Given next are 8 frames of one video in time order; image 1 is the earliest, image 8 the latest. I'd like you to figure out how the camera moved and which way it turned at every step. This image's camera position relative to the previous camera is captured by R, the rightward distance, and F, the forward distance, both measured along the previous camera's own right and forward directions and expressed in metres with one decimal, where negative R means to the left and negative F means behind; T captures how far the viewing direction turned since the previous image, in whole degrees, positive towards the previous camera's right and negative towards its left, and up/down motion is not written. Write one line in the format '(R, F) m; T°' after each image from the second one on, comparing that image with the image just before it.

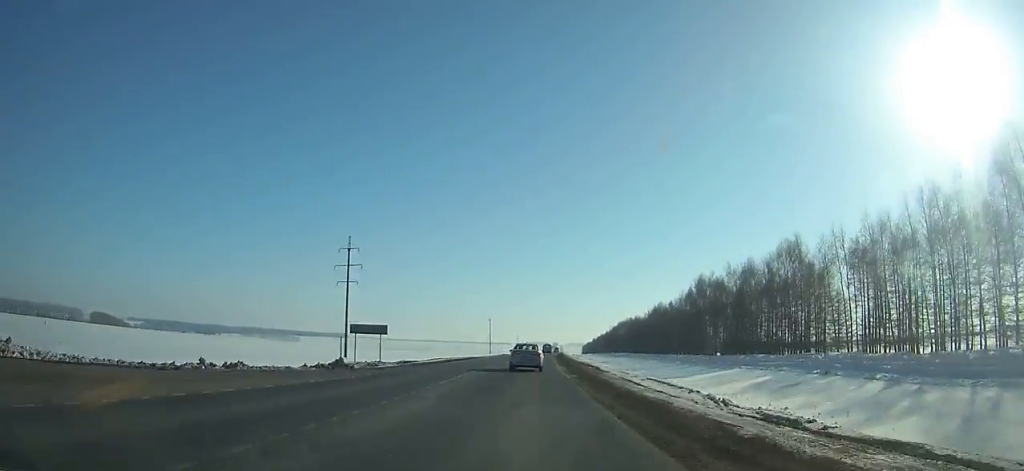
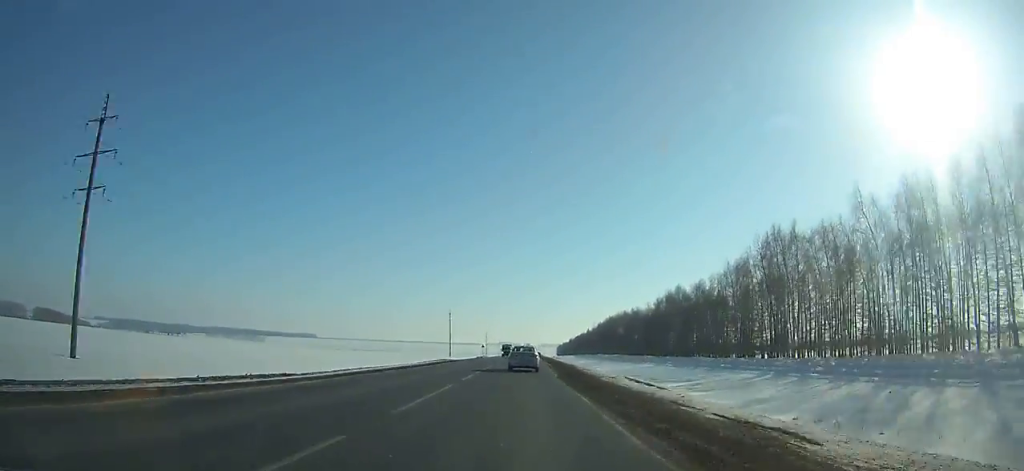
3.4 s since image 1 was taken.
(+1.4, +63.5) m; +2°
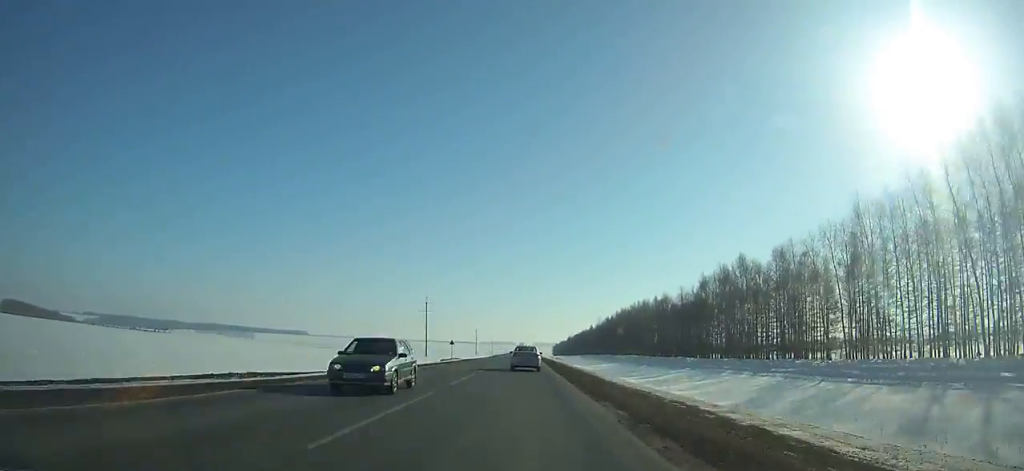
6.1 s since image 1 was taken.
(+0.1, +51.5) m; 0°
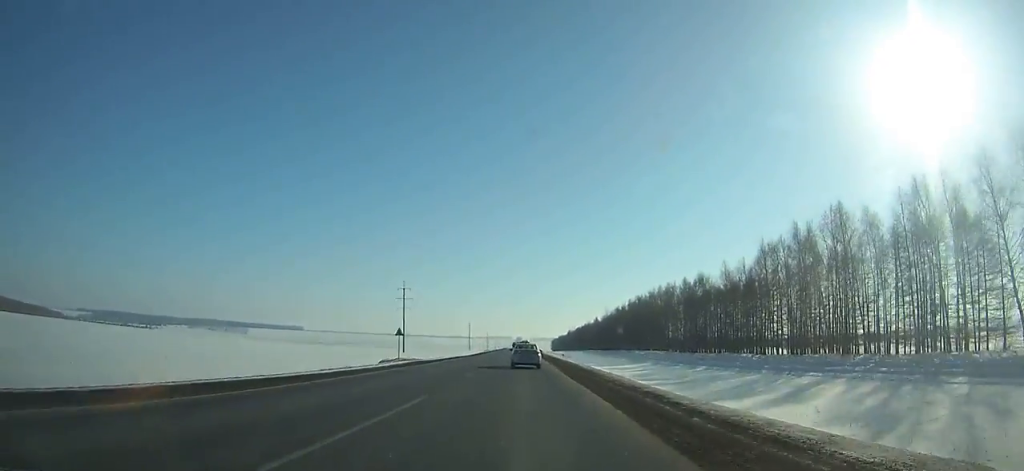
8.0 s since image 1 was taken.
(+0.1, +36.8) m; 0°
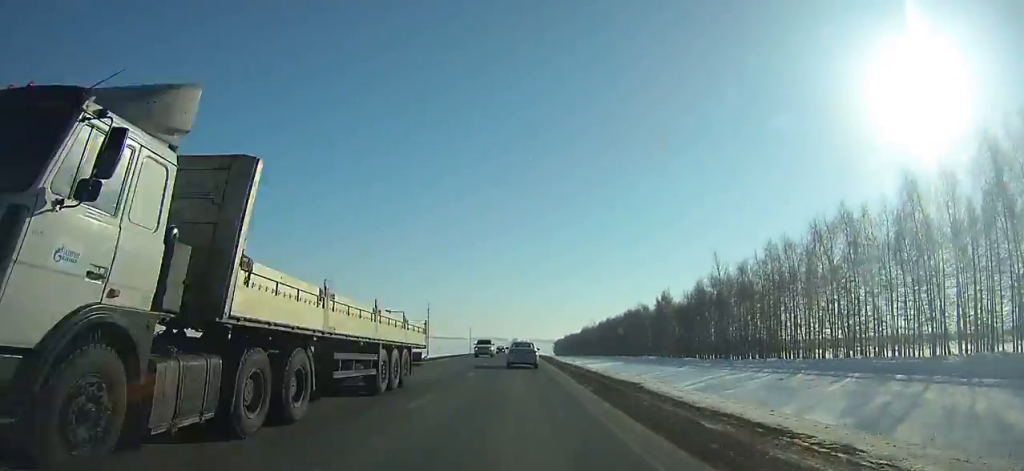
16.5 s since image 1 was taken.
(+0.1, +167.1) m; 0°
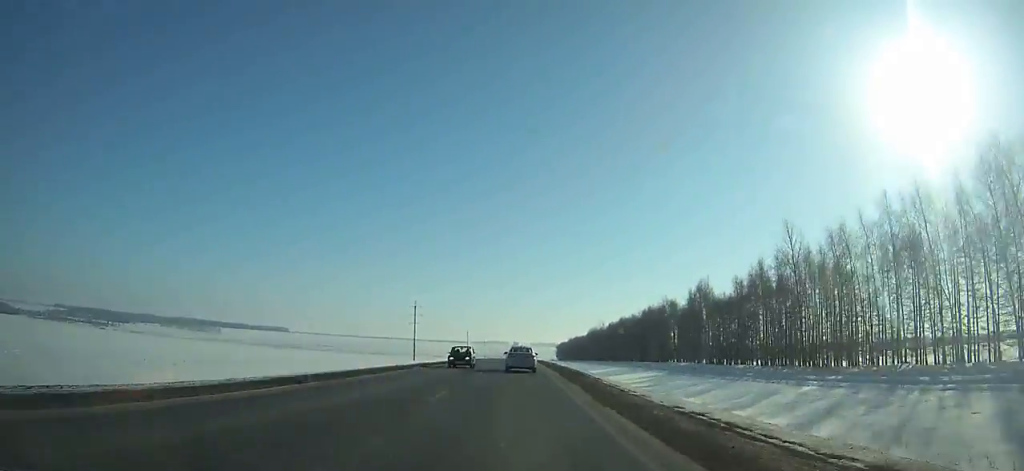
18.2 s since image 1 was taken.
(-0.1, +33.8) m; 0°
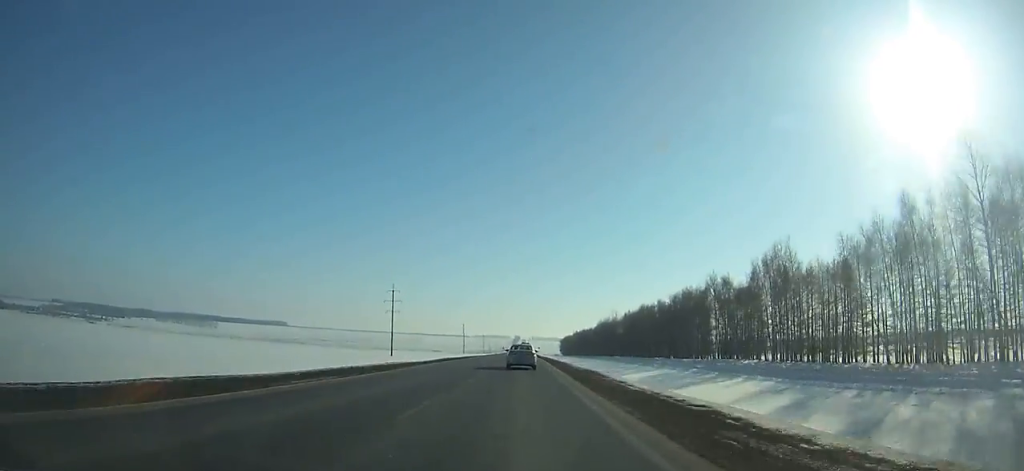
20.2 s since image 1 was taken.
(0.0, +40.3) m; 0°
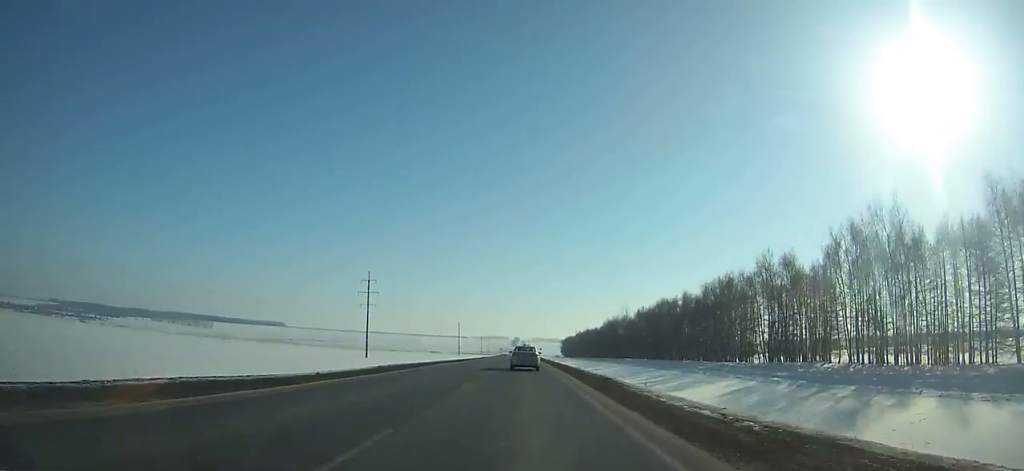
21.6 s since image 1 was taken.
(0.0, +28.4) m; 0°
